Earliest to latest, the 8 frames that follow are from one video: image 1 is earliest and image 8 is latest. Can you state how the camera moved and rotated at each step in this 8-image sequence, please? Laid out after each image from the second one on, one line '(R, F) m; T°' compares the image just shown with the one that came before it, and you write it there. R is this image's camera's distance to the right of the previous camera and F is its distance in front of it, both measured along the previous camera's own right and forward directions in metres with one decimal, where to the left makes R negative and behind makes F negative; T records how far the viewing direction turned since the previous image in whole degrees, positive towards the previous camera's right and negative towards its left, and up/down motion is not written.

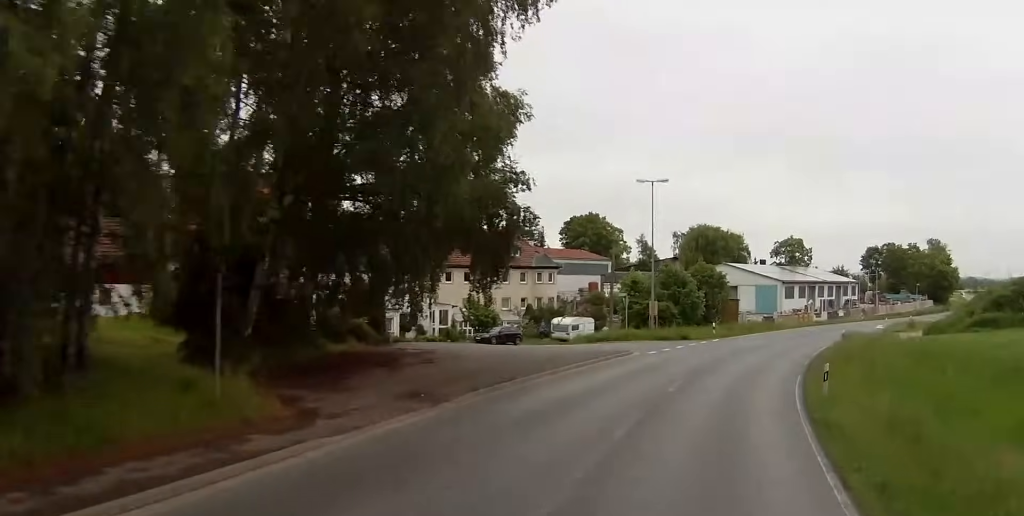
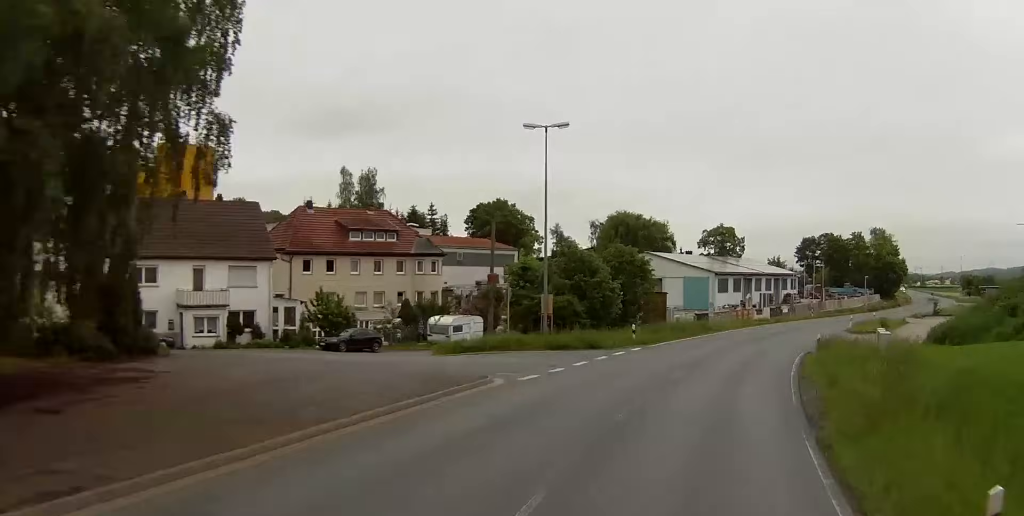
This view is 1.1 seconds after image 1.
(+0.5, +16.2) m; +6°
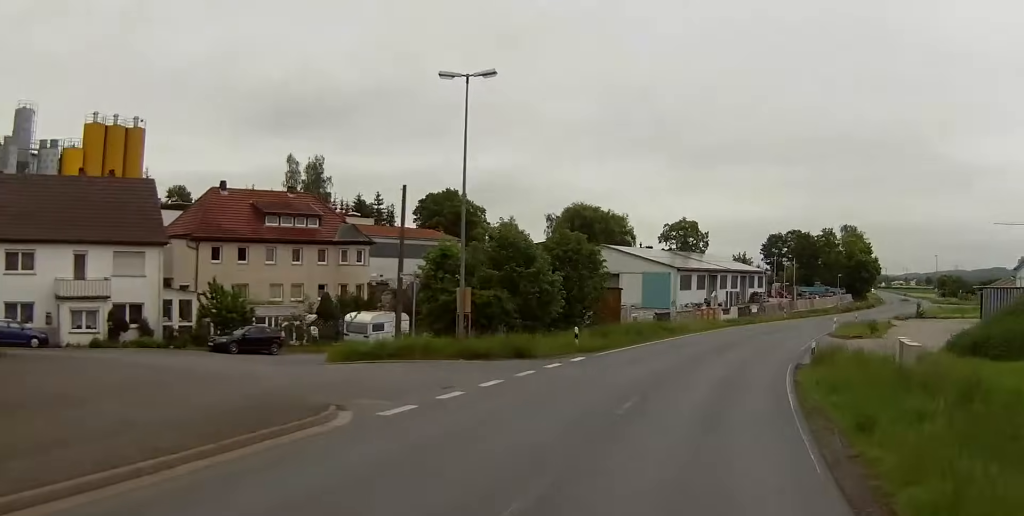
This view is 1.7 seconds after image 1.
(+0.1, +8.8) m; +5°
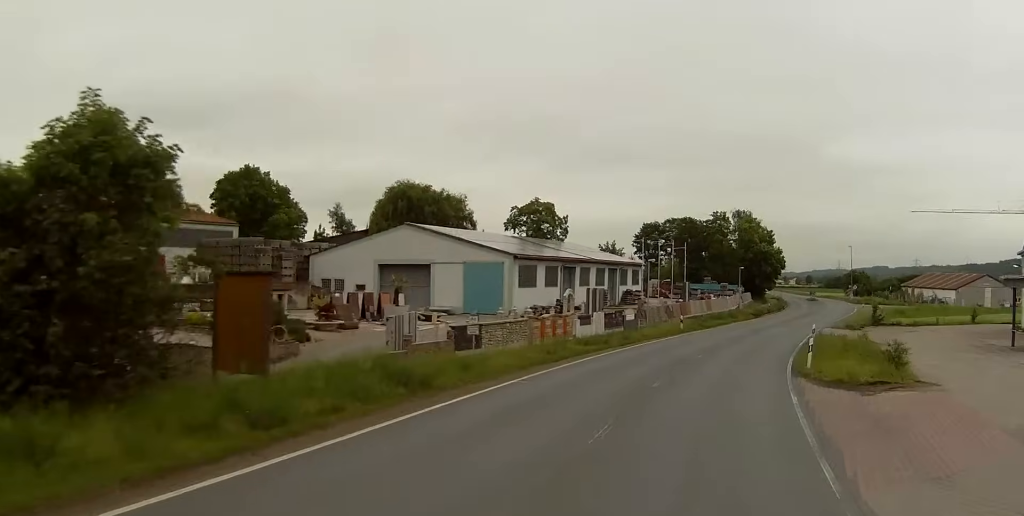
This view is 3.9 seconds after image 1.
(+2.6, +31.8) m; +8°
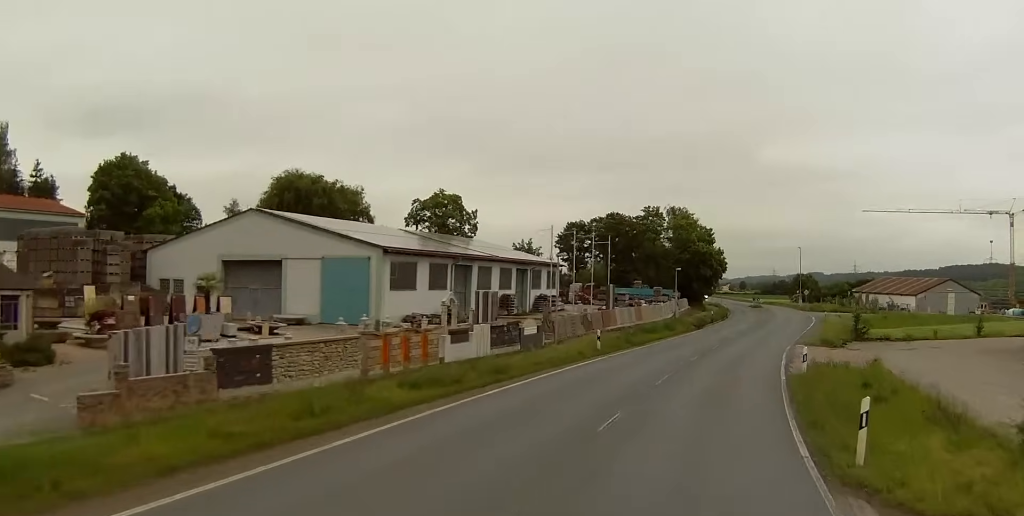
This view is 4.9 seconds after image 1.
(+0.8, +16.0) m; +5°
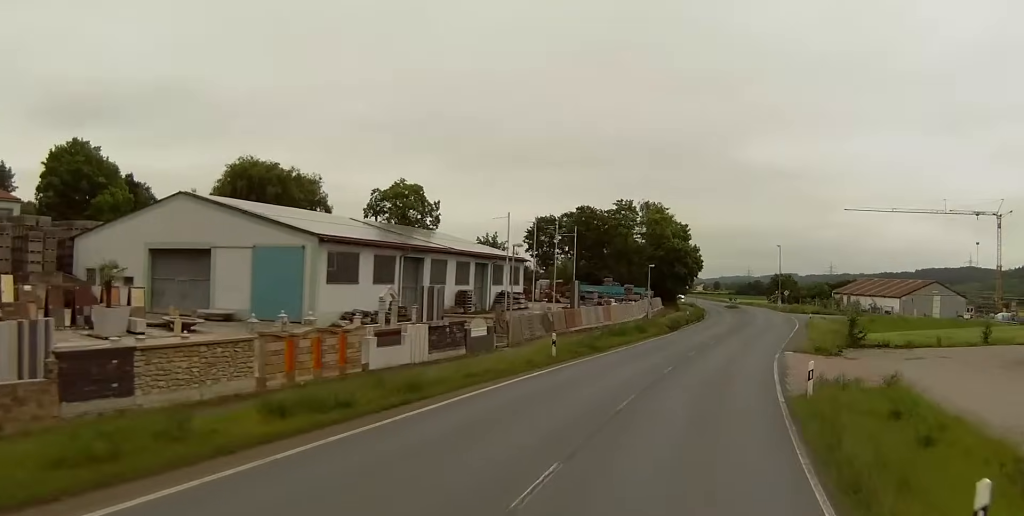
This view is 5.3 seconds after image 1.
(+0.2, +6.0) m; +1°
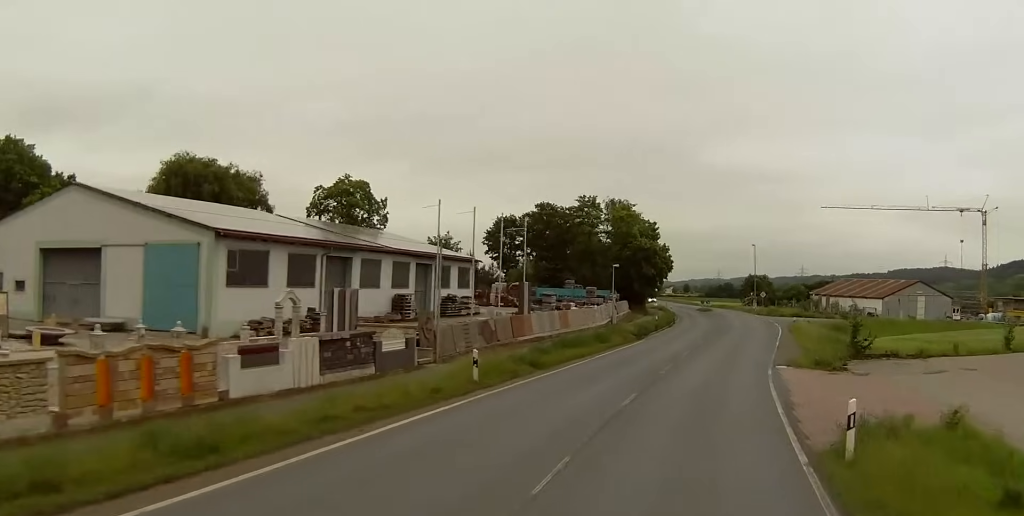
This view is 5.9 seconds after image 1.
(+0.1, +8.0) m; +2°
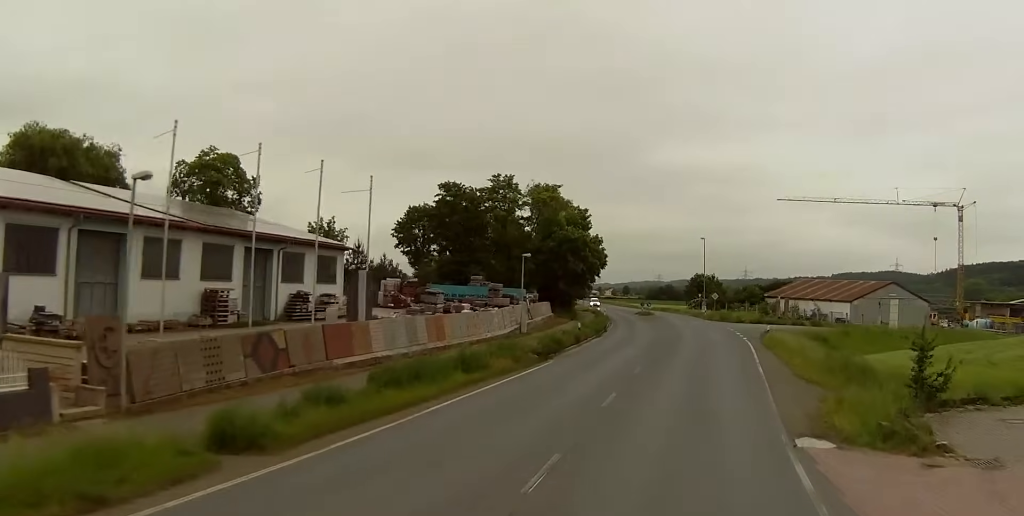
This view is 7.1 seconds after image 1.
(+0.4, +17.9) m; +3°
